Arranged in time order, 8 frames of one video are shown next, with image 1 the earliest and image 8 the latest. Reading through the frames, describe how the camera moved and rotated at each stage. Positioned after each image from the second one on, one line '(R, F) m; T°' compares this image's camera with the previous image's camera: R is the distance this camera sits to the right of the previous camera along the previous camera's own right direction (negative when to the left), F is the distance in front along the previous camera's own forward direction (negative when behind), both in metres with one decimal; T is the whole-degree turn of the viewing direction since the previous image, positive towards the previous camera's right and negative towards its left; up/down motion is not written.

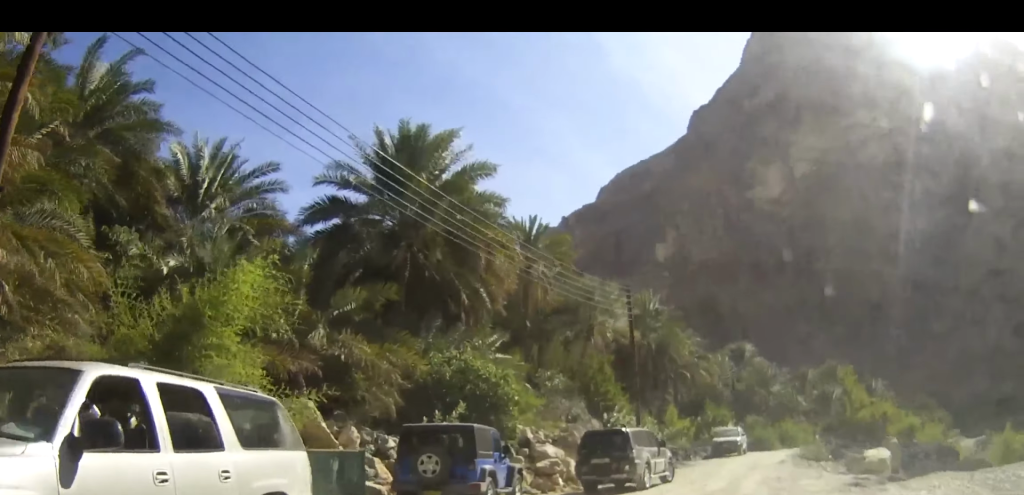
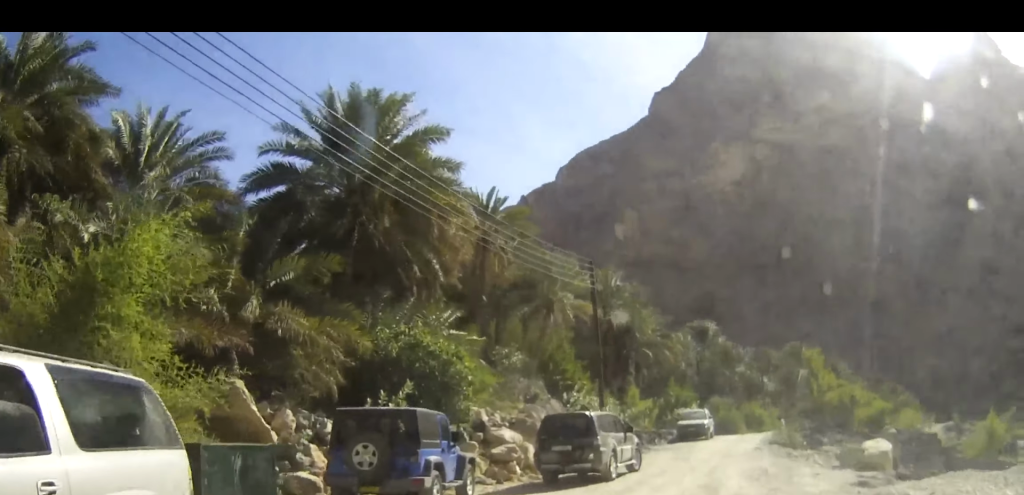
(+0.1, +1.9) m; +3°
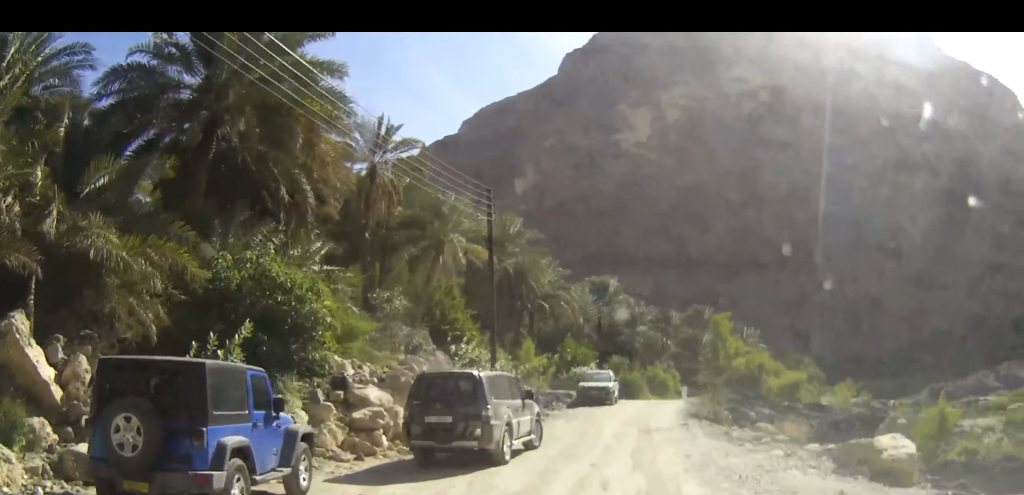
(+0.1, +4.2) m; +7°
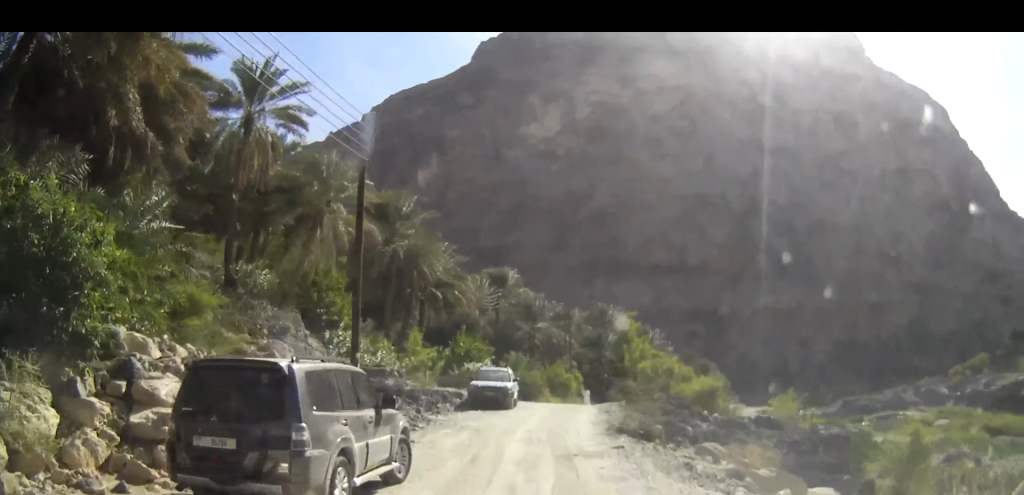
(+0.5, +5.0) m; +8°
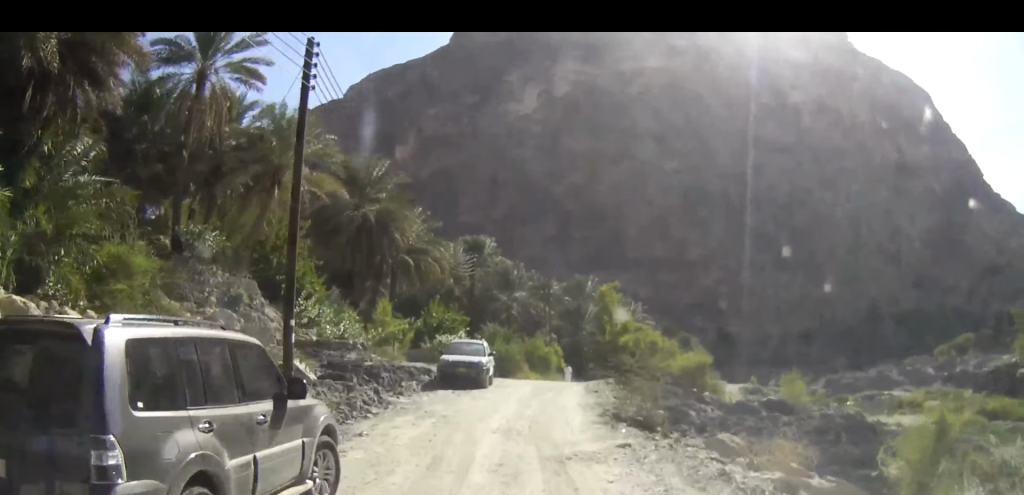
(+0.1, +2.8) m; +2°
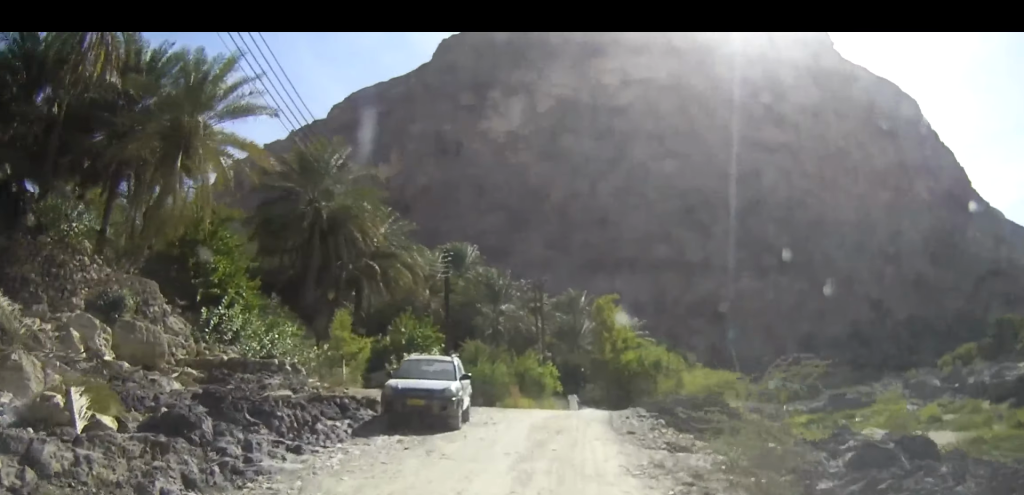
(+0.1, +8.0) m; +2°
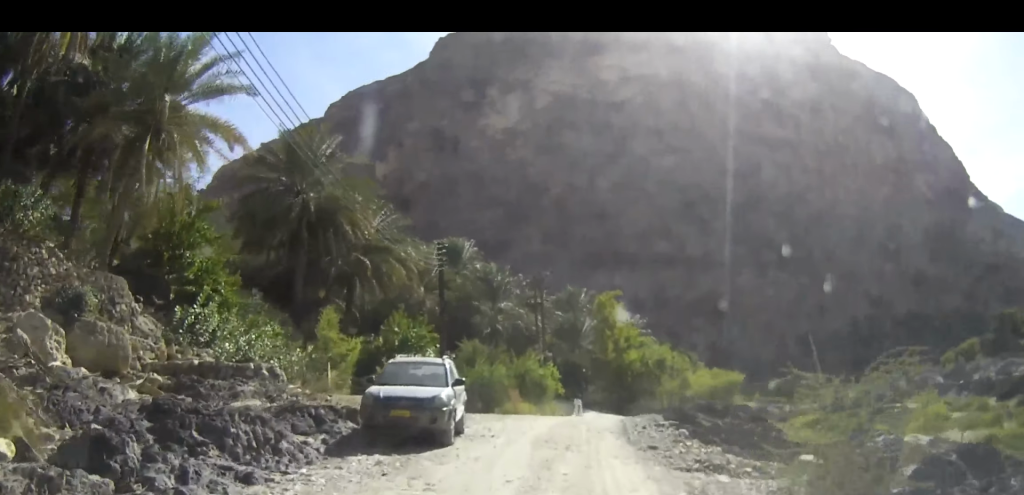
(0.0, +2.2) m; +1°
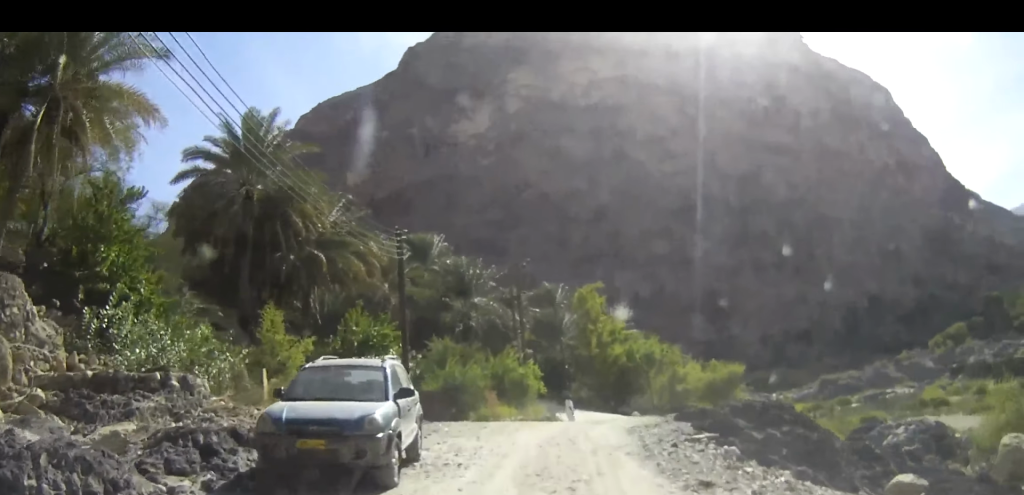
(0.0, +4.6) m; +2°
